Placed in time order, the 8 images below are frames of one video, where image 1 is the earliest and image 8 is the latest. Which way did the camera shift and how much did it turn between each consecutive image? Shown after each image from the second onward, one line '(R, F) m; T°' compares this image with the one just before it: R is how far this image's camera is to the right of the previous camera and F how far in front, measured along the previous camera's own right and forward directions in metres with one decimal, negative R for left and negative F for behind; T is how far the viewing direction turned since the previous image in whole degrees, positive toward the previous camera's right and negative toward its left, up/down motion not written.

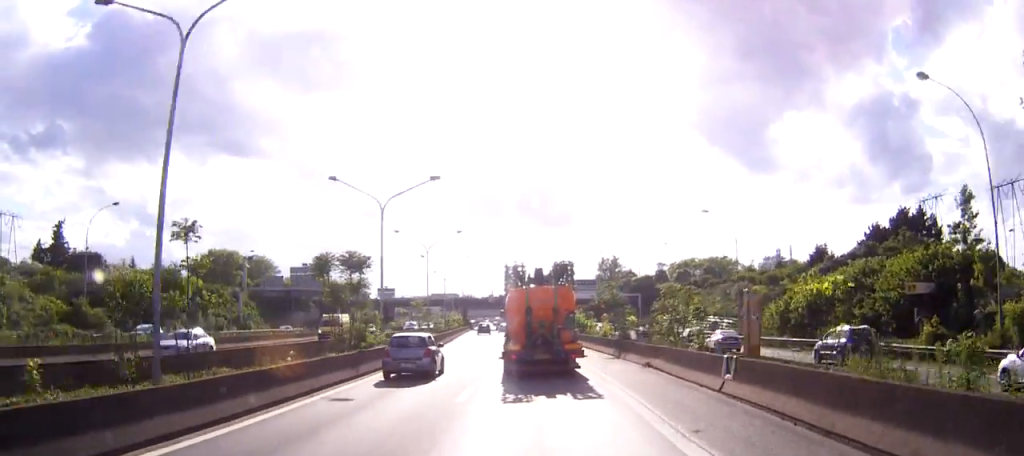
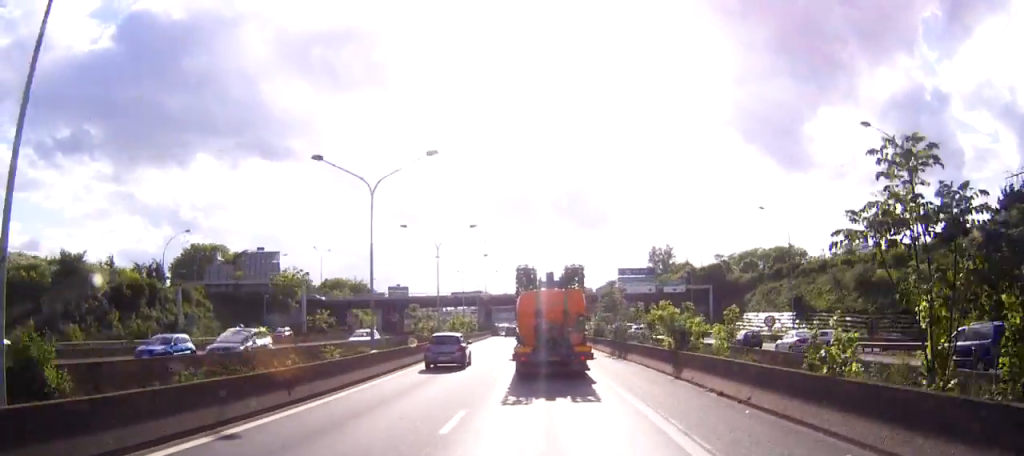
(-0.9, +30.7) m; -4°
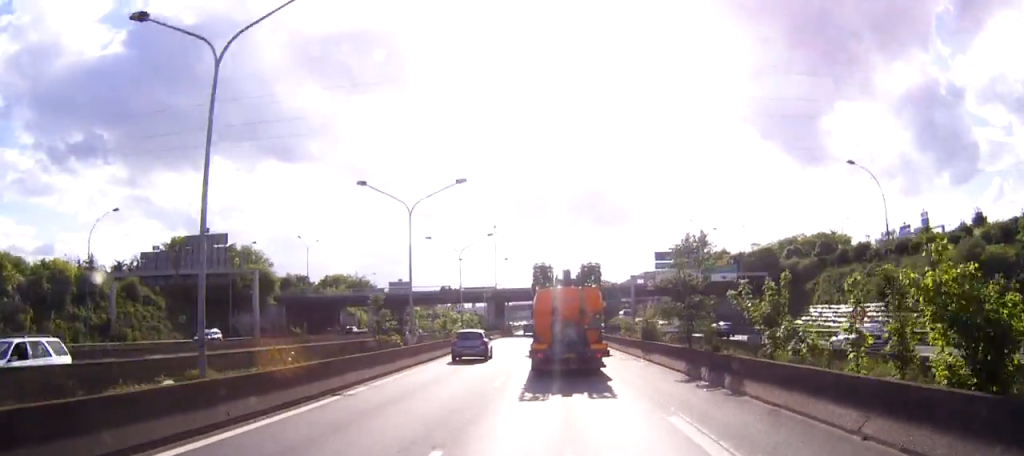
(-0.4, +18.3) m; -1°
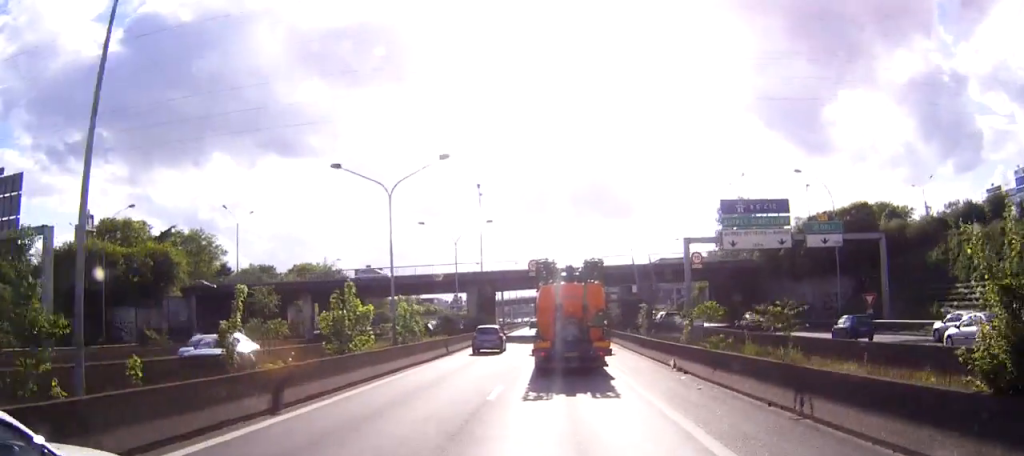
(-0.1, +29.6) m; 0°
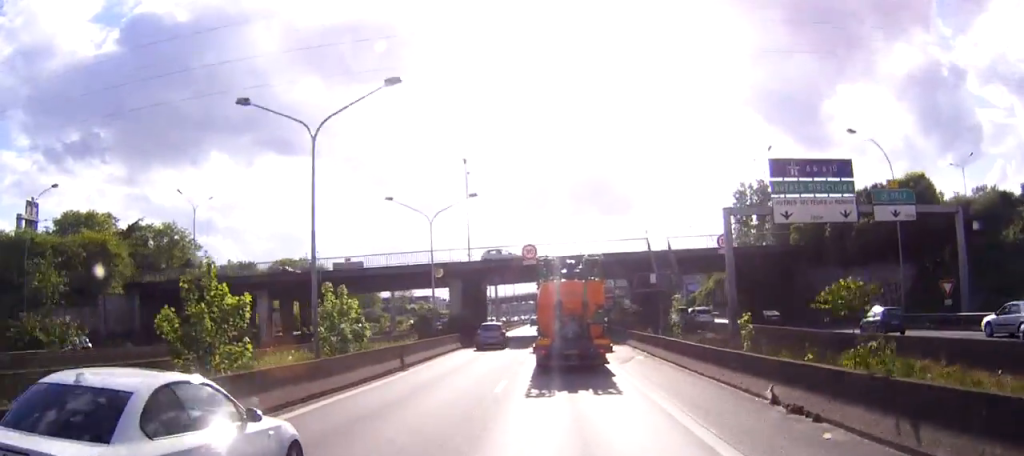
(0.0, +11.9) m; 0°
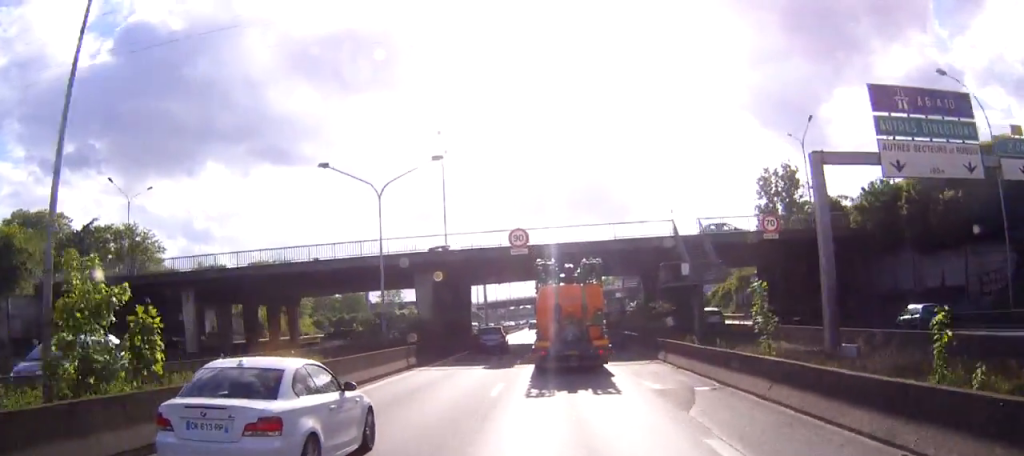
(0.0, +13.8) m; 0°
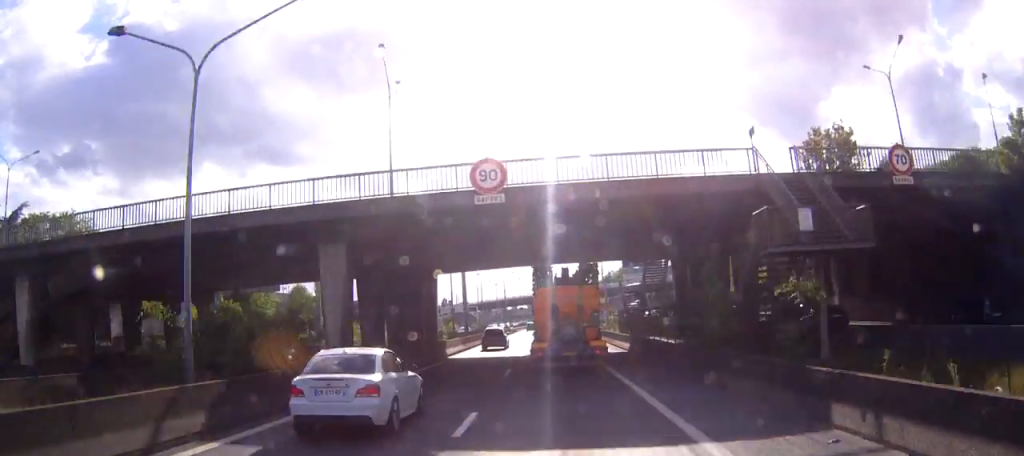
(+0.1, +19.0) m; 0°
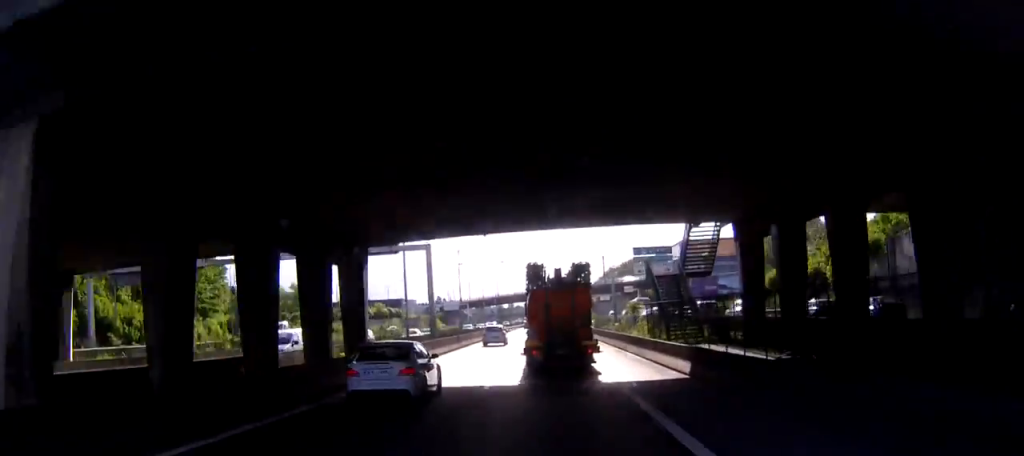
(0.0, +18.3) m; -1°
